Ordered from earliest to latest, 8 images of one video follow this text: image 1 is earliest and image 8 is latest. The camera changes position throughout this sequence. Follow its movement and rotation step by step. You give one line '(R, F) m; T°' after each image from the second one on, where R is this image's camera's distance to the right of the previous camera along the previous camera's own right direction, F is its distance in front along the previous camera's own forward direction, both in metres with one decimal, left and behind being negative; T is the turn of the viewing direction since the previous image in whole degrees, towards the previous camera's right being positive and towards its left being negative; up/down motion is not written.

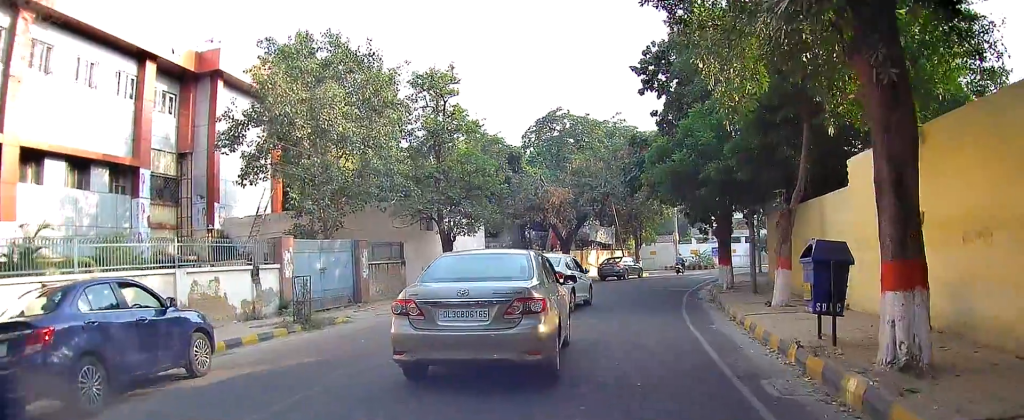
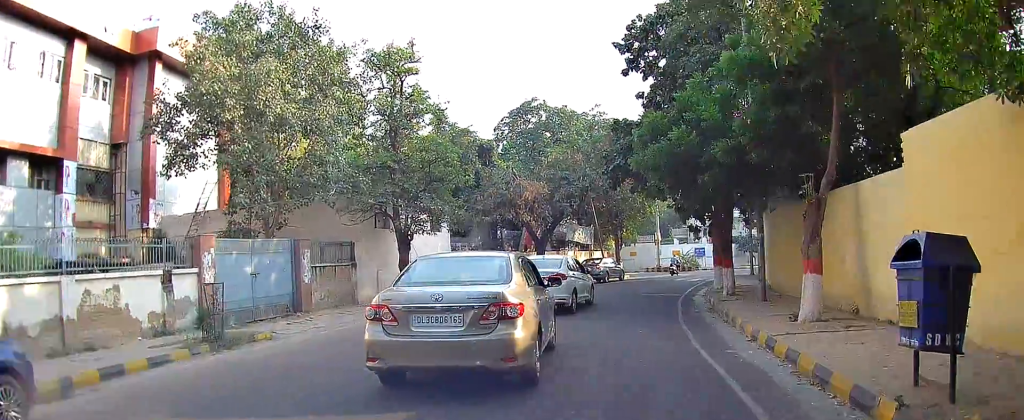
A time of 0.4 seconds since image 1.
(+0.3, +3.5) m; +1°
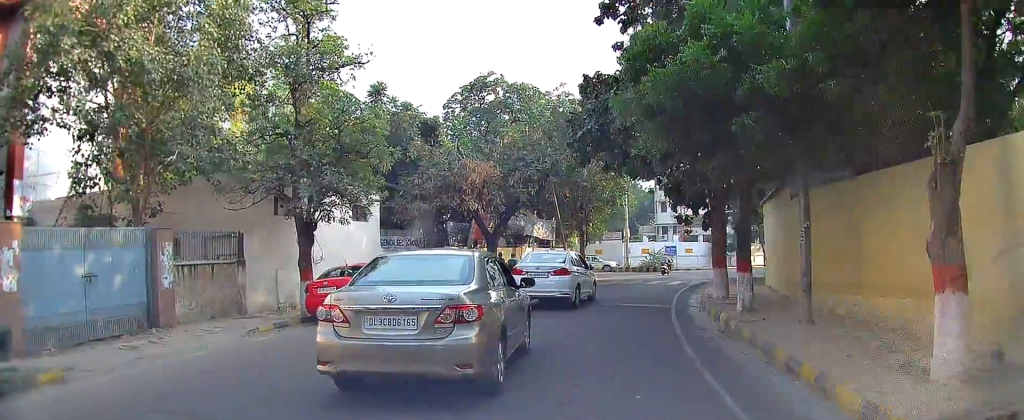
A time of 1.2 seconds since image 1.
(+0.2, +6.0) m; +2°
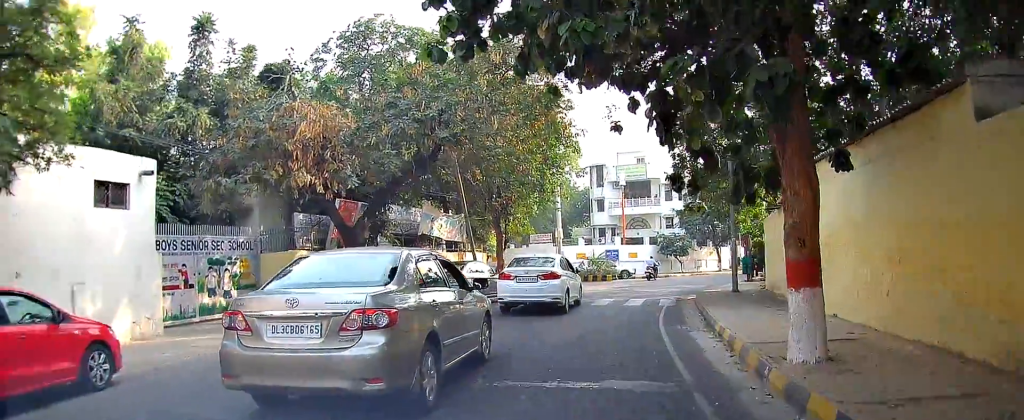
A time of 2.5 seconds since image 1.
(+0.3, +11.0) m; +11°
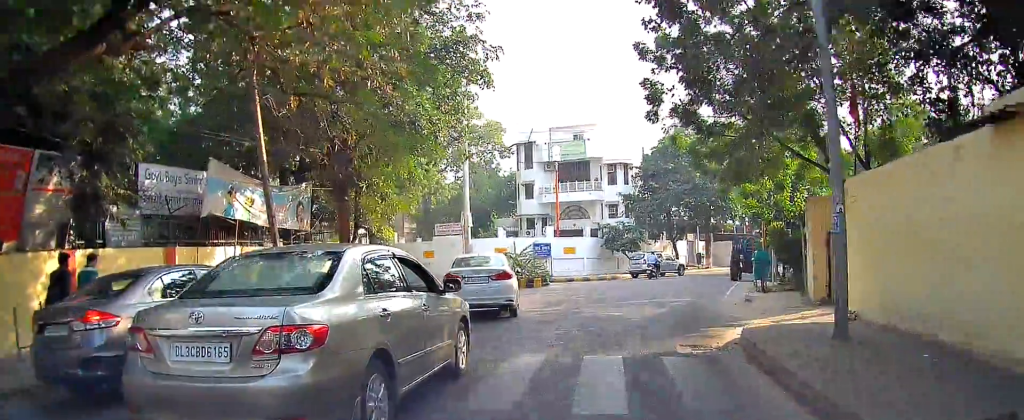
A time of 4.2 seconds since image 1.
(+2.0, +12.5) m; +12°
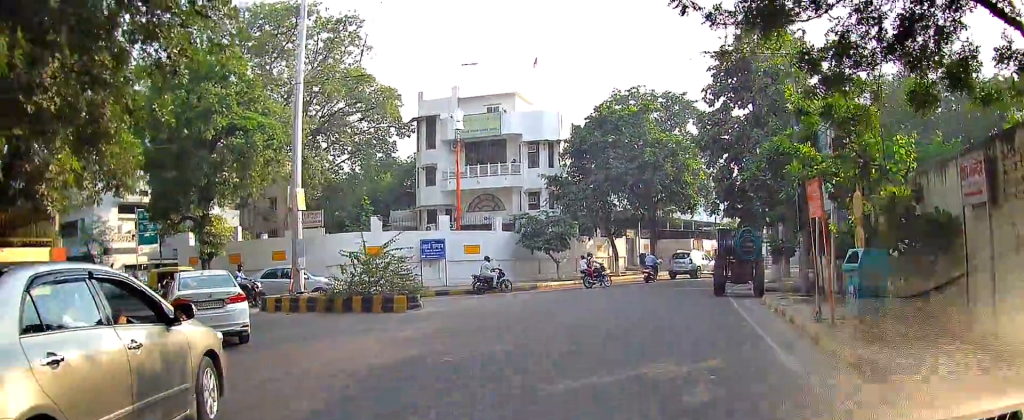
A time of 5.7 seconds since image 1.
(+0.1, +11.7) m; +4°
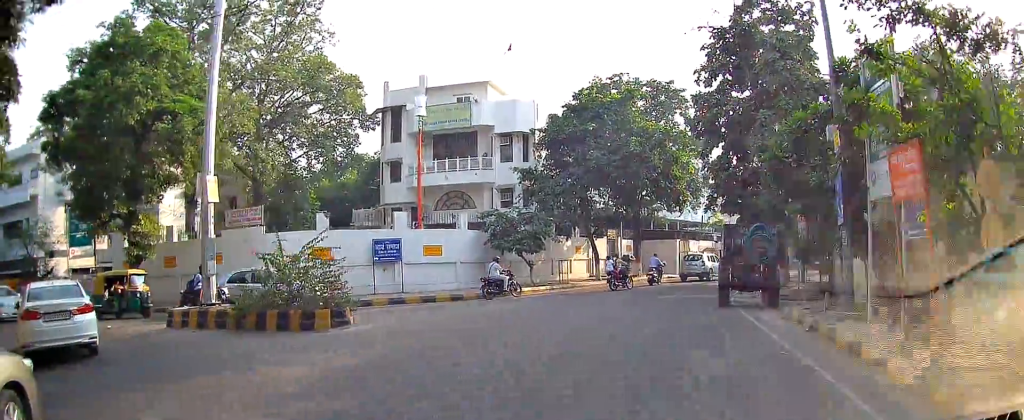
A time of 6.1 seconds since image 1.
(+0.1, +3.6) m; +3°
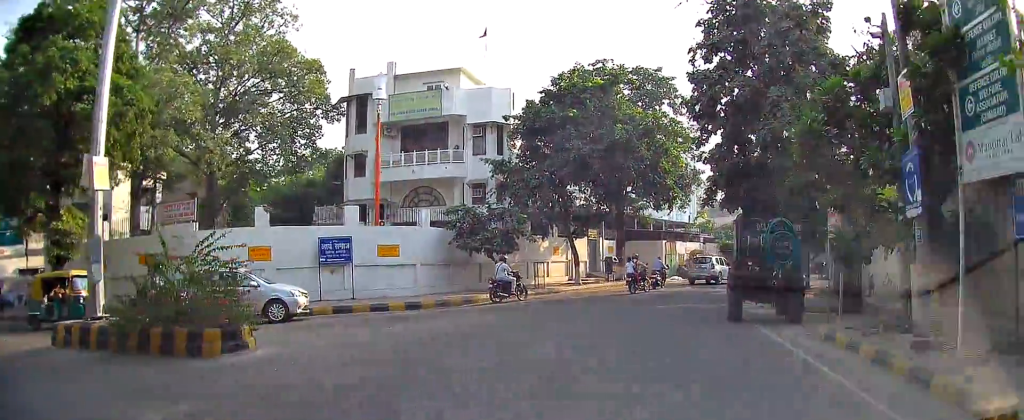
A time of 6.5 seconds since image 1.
(0.0, +3.3) m; +3°
